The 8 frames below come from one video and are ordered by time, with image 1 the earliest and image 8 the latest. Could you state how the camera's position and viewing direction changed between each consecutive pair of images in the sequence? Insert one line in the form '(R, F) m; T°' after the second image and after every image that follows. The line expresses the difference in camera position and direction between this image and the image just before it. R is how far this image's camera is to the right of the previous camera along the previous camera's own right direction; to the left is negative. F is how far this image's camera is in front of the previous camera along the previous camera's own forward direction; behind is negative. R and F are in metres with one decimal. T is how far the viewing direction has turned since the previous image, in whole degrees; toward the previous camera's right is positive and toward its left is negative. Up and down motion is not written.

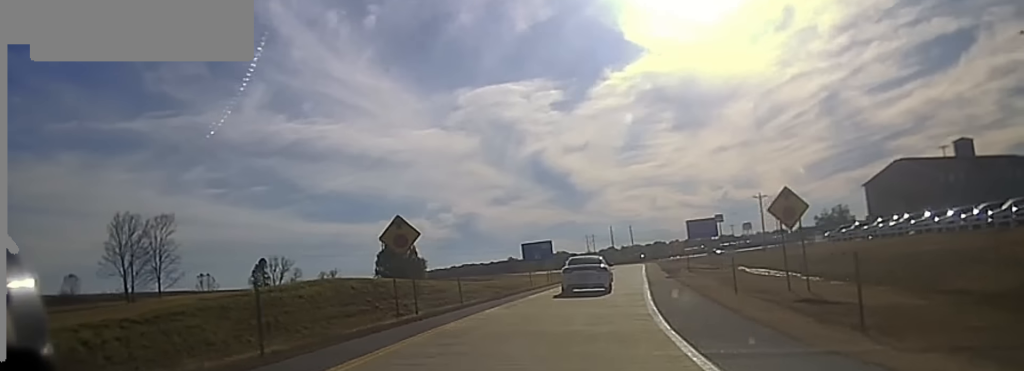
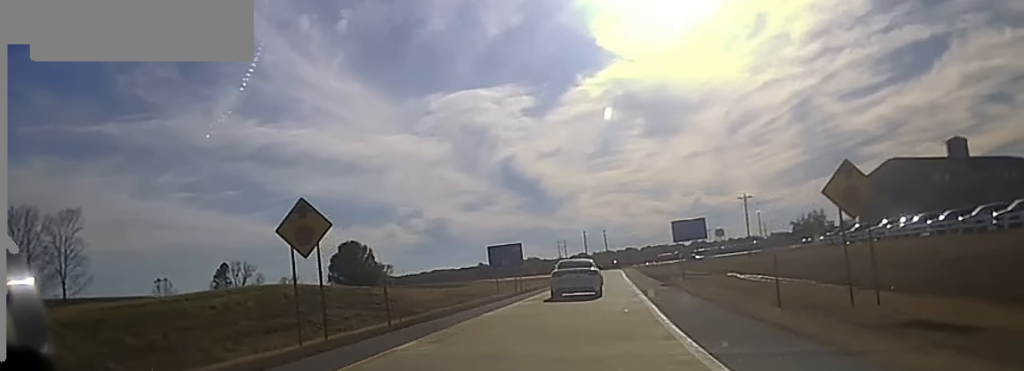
(+0.2, +10.0) m; +2°
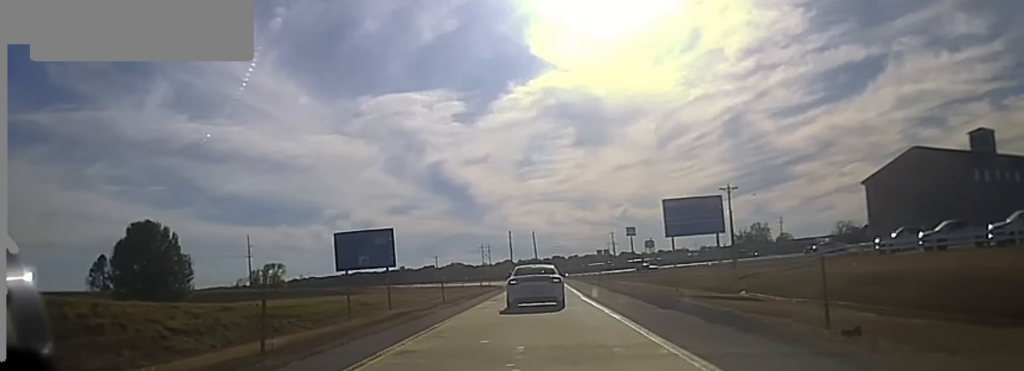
(+2.3, +40.0) m; +5°
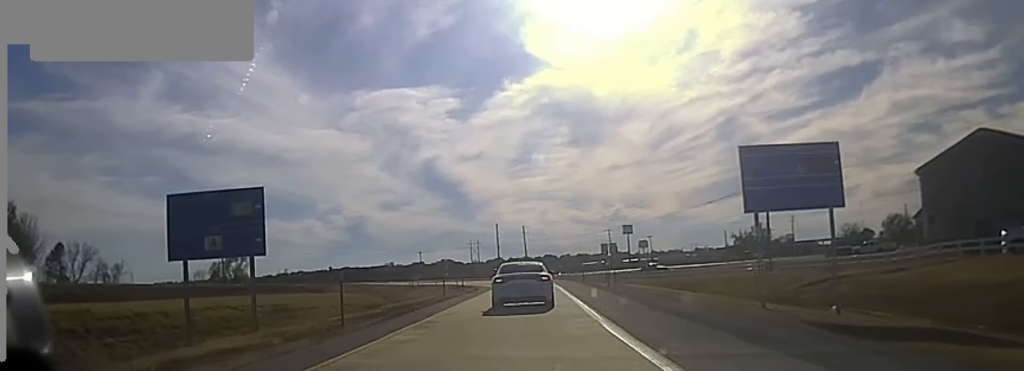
(+0.1, +21.0) m; 0°
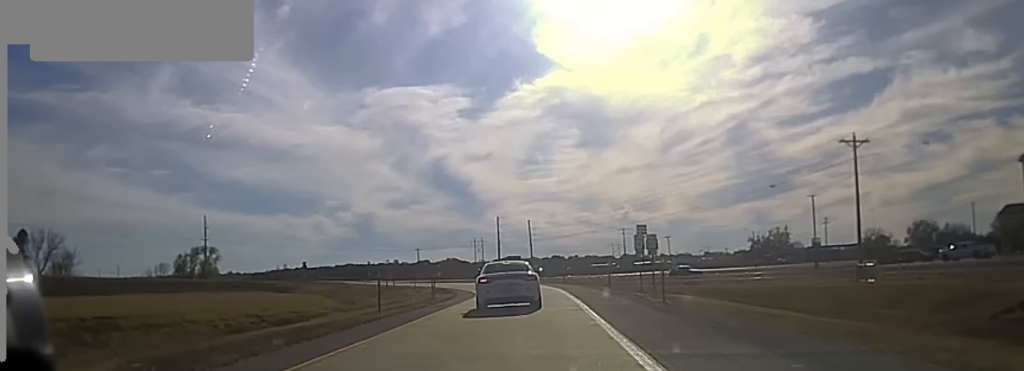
(0.0, +24.3) m; 0°
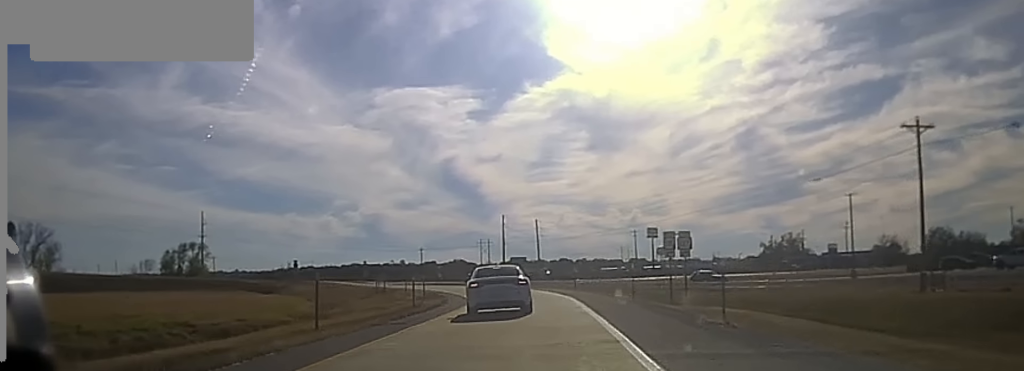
(0.0, +9.1) m; 0°
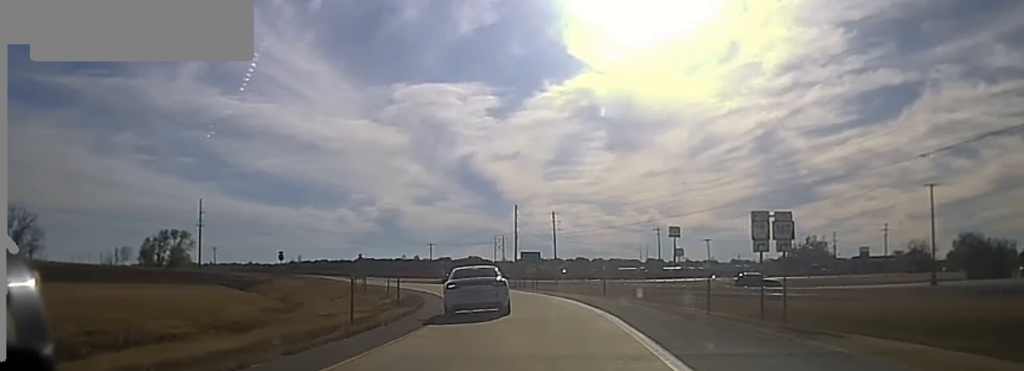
(0.0, +15.7) m; -1°
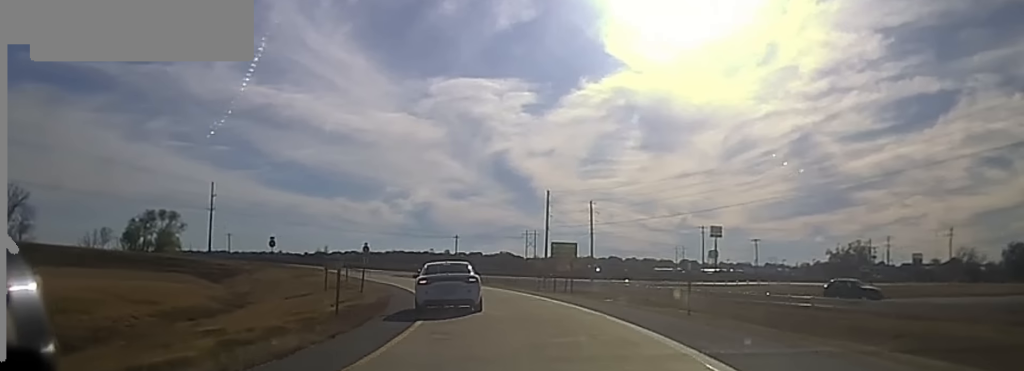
(-0.2, +17.7) m; -2°
